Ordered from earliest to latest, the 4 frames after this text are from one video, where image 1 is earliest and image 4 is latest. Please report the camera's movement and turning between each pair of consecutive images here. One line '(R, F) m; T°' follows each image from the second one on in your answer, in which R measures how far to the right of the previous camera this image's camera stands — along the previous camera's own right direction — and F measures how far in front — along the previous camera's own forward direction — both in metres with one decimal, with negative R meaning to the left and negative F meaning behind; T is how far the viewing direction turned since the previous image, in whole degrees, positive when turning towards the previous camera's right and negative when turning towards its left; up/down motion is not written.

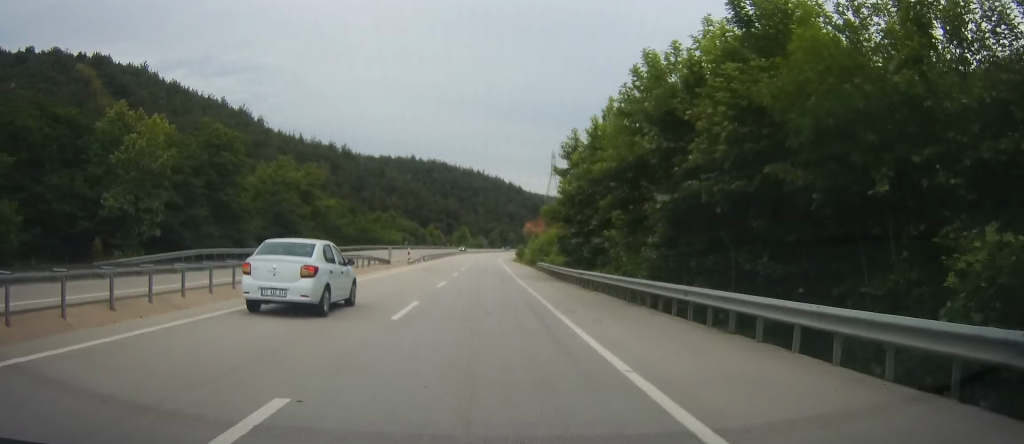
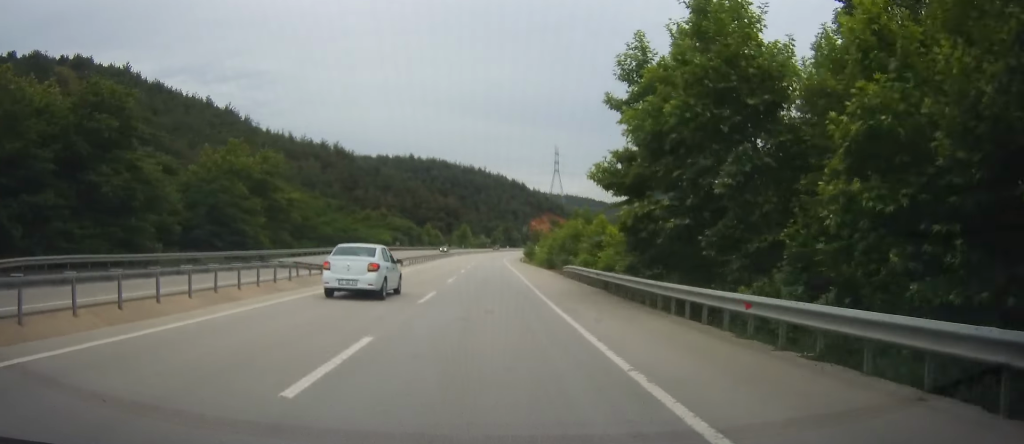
(-0.4, +19.7) m; -1°
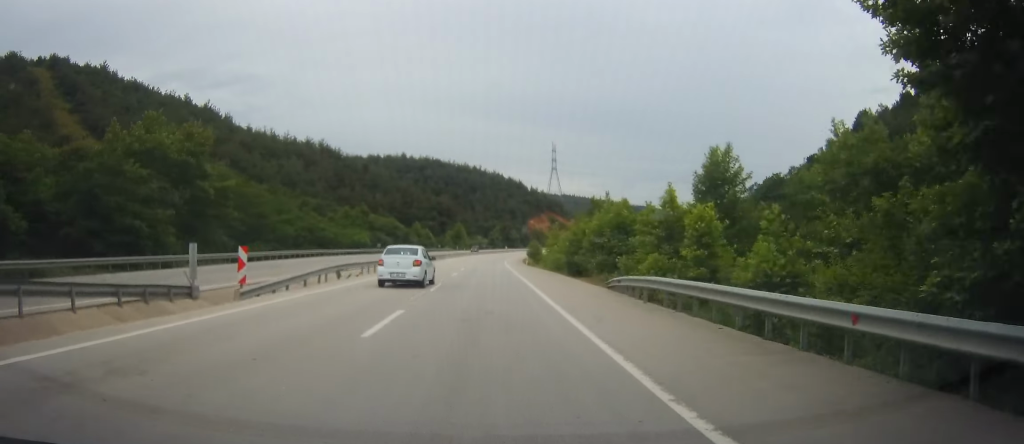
(0.0, +19.4) m; +1°
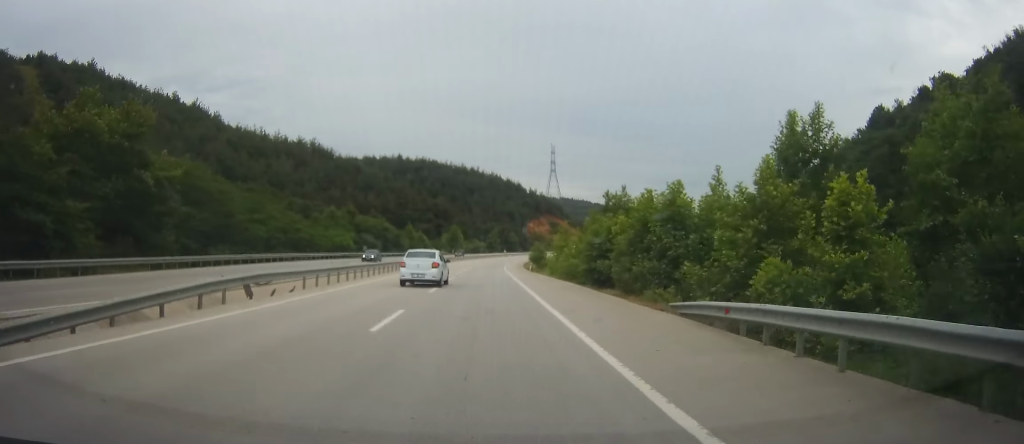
(+0.1, +10.7) m; 0°
